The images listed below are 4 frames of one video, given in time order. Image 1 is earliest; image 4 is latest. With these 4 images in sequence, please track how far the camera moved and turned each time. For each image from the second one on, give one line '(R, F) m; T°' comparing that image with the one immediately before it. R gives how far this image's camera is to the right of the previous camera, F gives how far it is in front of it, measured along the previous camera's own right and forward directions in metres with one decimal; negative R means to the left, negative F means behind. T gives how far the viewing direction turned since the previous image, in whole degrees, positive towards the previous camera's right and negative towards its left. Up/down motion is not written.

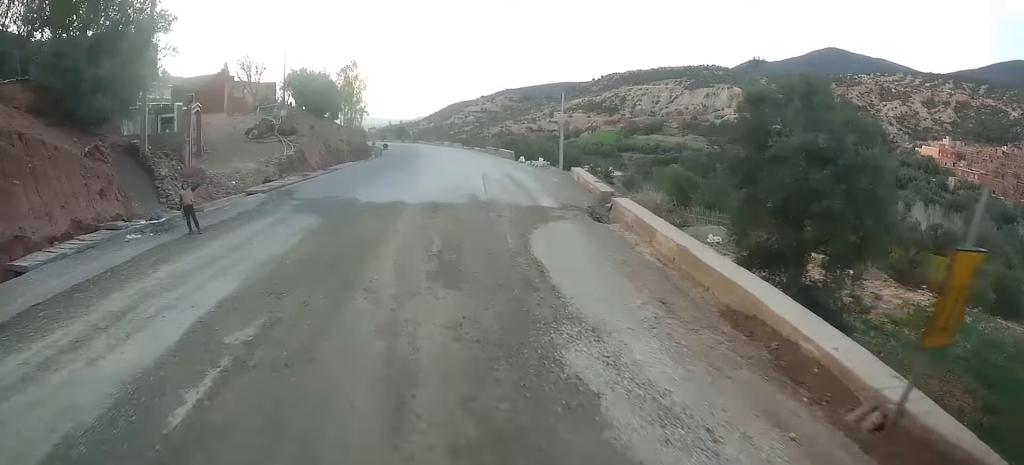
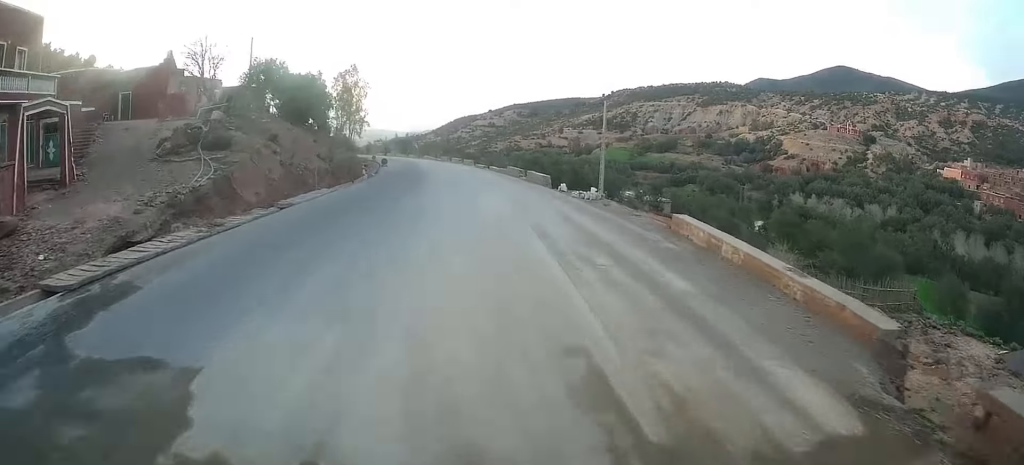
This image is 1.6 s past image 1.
(+0.3, +15.8) m; +3°
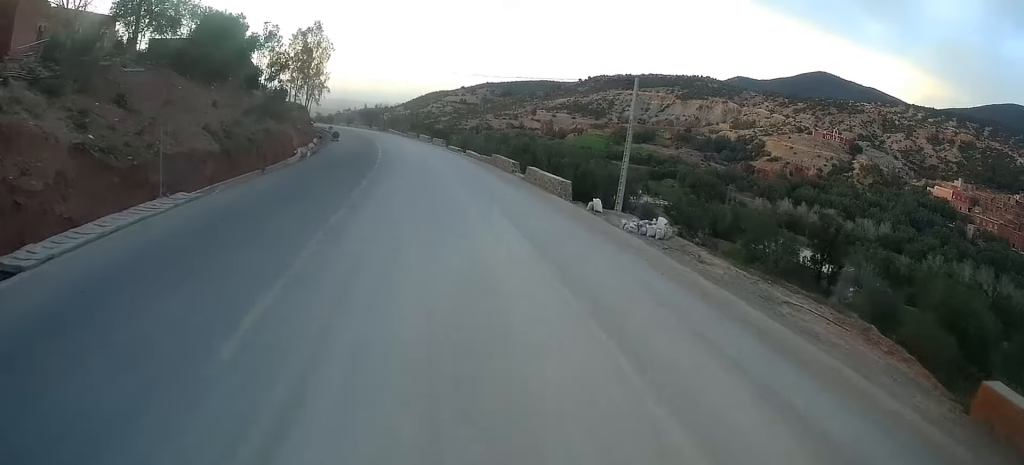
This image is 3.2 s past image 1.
(+0.1, +18.4) m; -1°
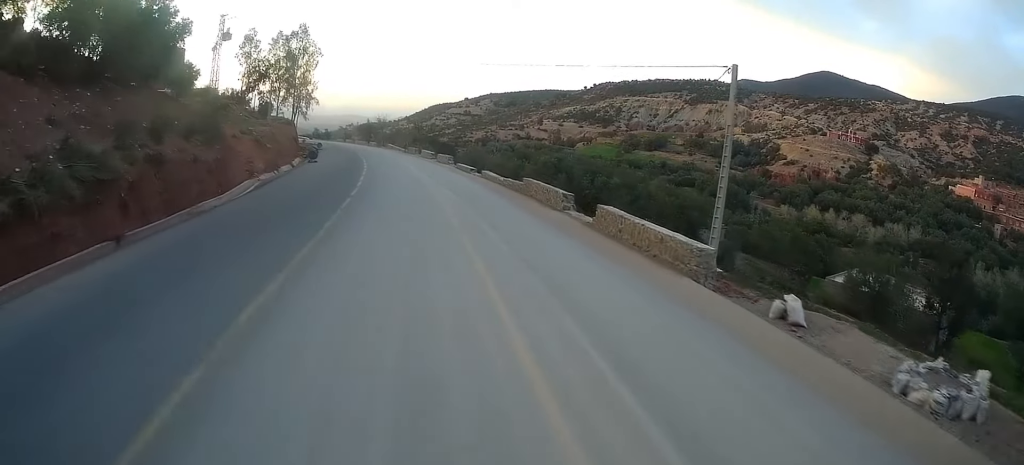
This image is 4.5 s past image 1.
(-0.1, +17.8) m; -1°
